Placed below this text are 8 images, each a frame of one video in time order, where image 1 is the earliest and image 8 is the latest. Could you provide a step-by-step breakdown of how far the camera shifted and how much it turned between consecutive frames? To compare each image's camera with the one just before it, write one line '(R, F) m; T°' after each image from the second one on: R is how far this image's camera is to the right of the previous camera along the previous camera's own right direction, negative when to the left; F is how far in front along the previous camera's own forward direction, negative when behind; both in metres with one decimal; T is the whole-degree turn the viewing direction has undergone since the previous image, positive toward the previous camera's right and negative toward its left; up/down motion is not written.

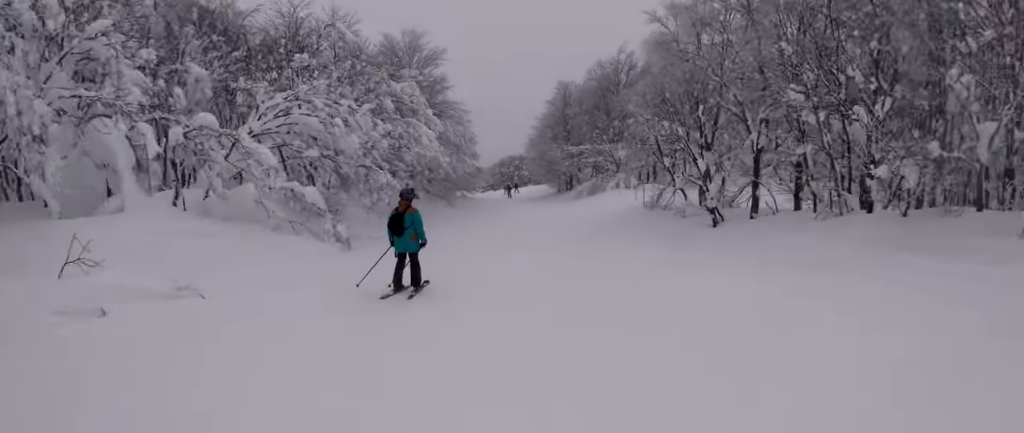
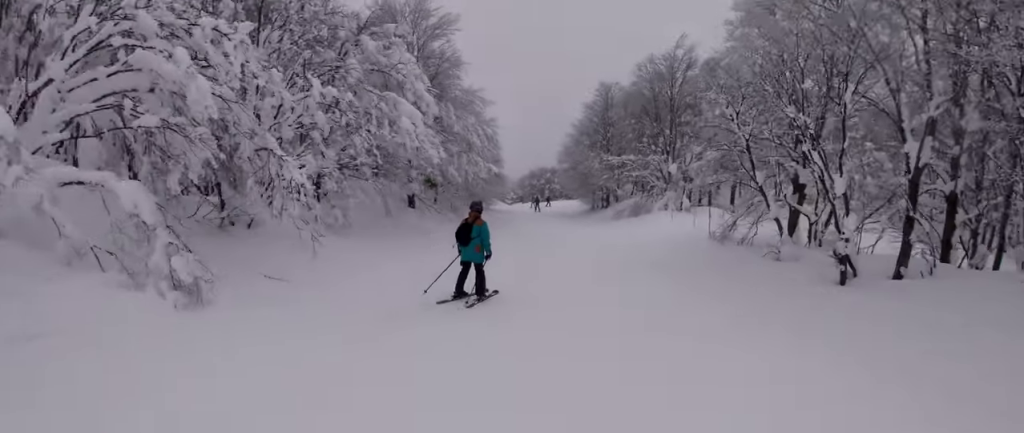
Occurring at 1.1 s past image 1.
(+1.4, +7.0) m; 0°
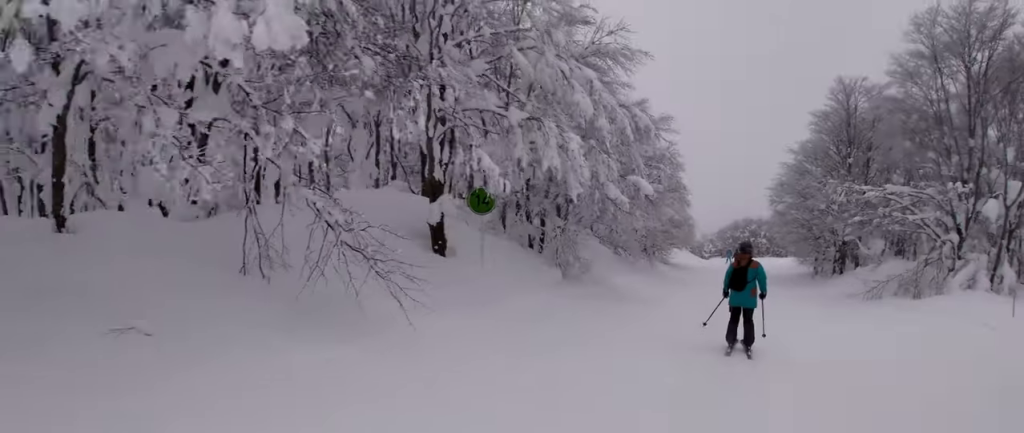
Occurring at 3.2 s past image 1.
(-0.2, +13.4) m; 0°
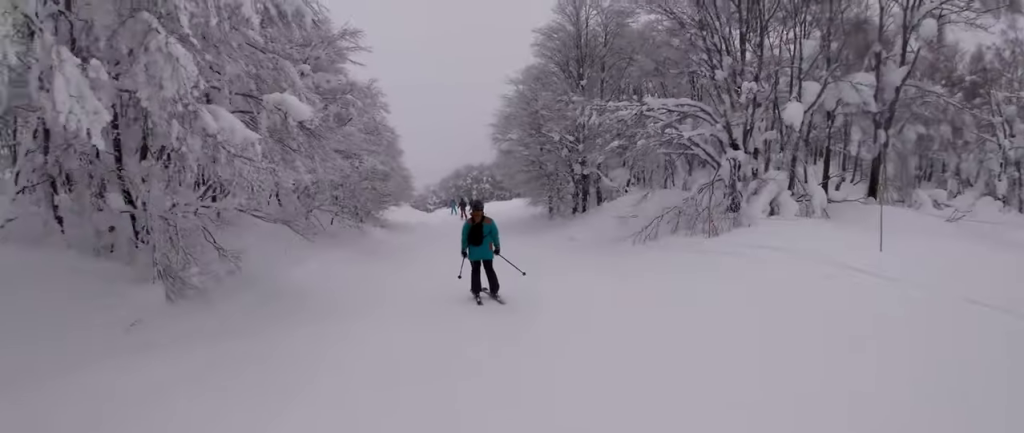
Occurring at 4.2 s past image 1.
(-0.9, +5.8) m; 0°
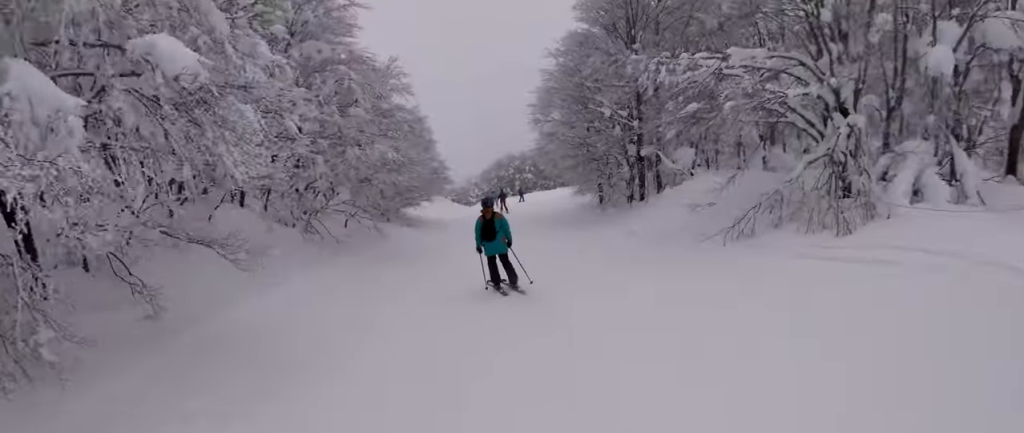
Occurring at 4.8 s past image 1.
(+1.0, +3.8) m; 0°
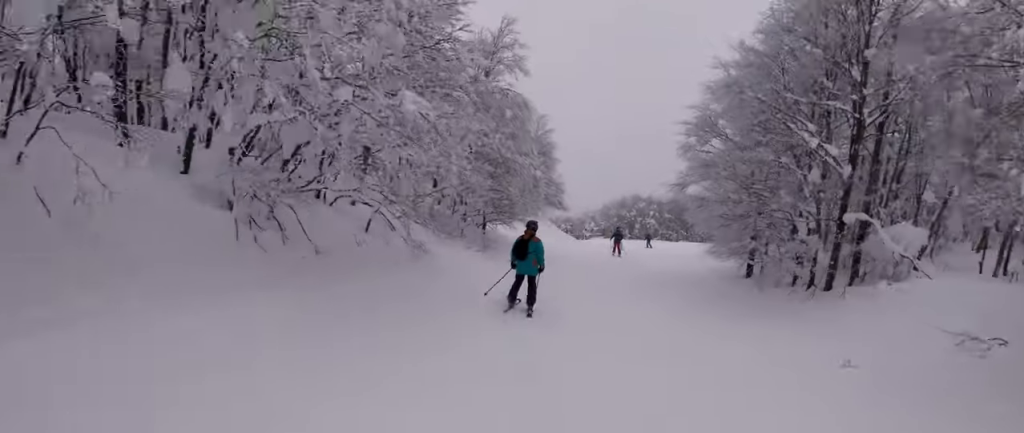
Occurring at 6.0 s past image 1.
(-1.3, +7.4) m; -12°
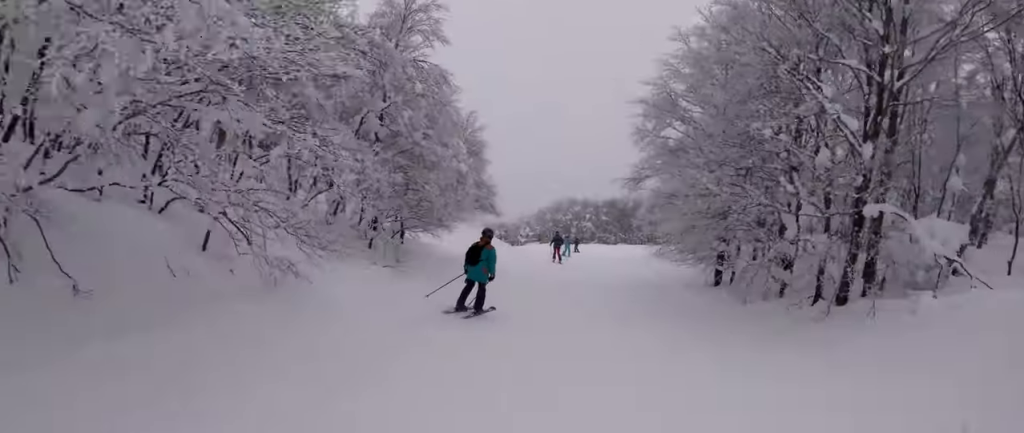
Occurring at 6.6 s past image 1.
(+0.2, +4.0) m; +8°
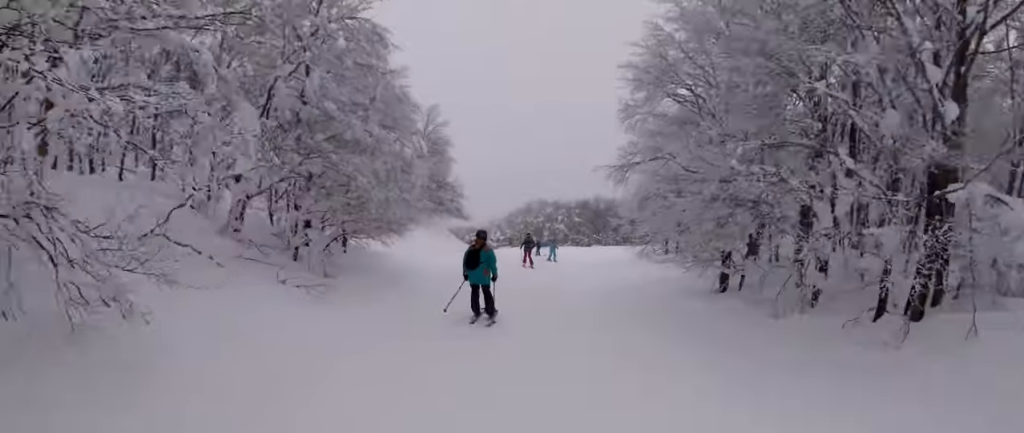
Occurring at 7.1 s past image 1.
(+0.1, +3.3) m; +4°
